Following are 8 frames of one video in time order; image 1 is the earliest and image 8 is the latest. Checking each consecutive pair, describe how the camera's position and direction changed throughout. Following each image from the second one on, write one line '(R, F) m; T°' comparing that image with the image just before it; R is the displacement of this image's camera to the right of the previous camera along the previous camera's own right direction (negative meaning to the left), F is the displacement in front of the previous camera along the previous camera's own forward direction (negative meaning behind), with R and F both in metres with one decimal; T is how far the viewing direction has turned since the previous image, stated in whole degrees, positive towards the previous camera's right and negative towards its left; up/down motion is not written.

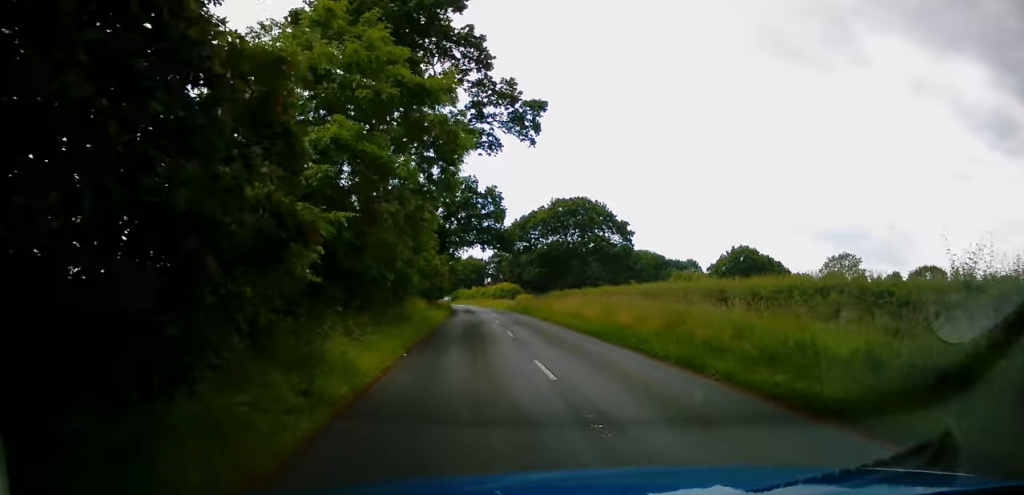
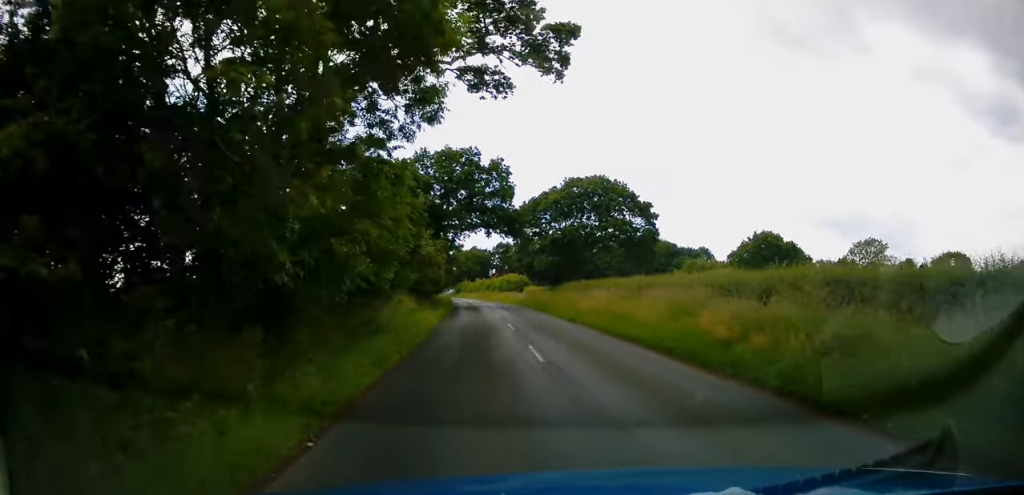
(0.0, +7.9) m; 0°
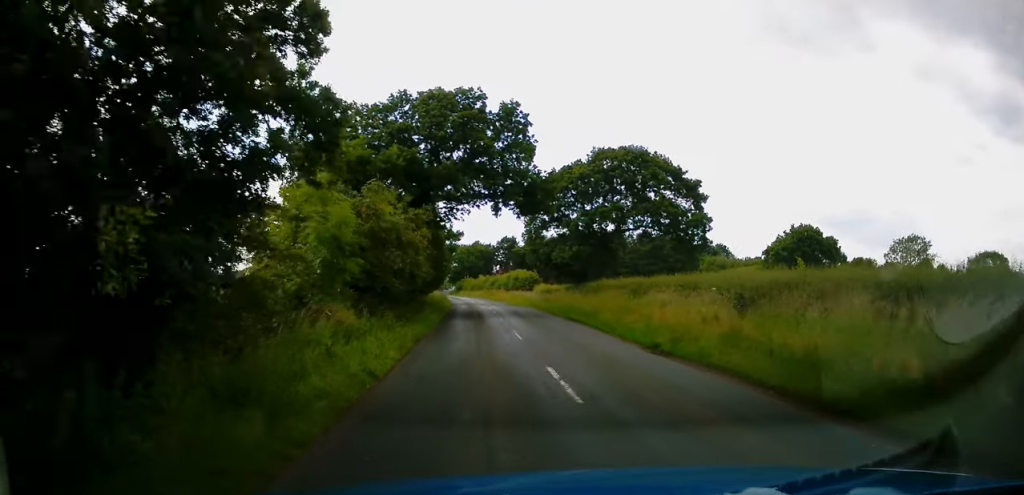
(0.0, +12.7) m; 0°
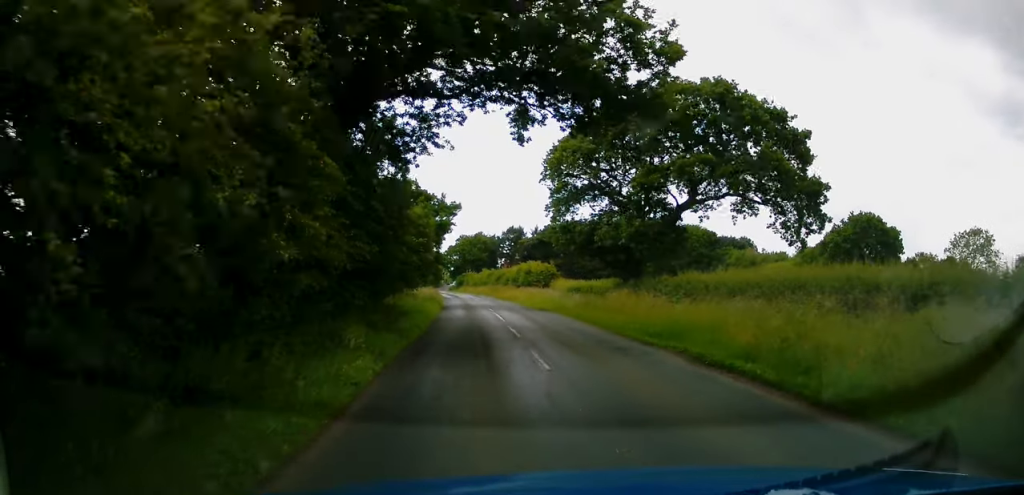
(-0.1, +15.8) m; -1°
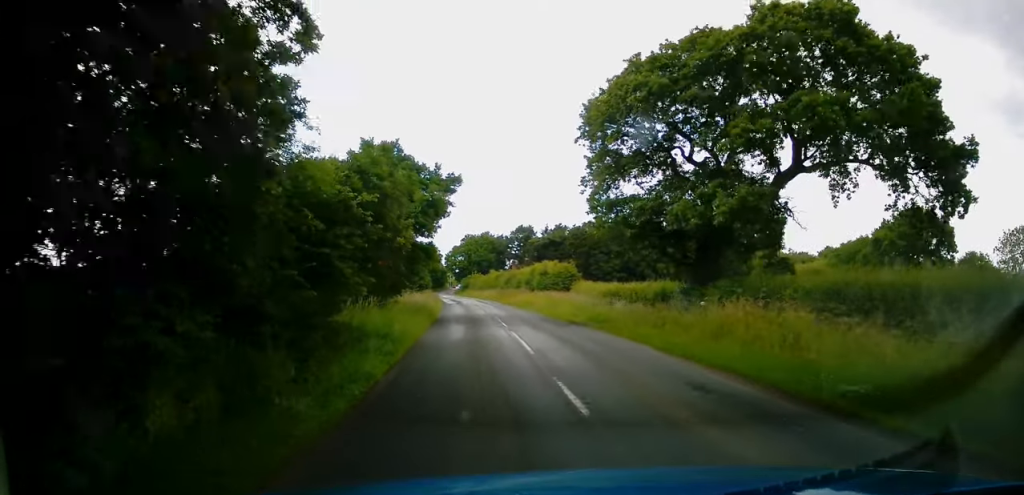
(-0.2, +10.1) m; -1°
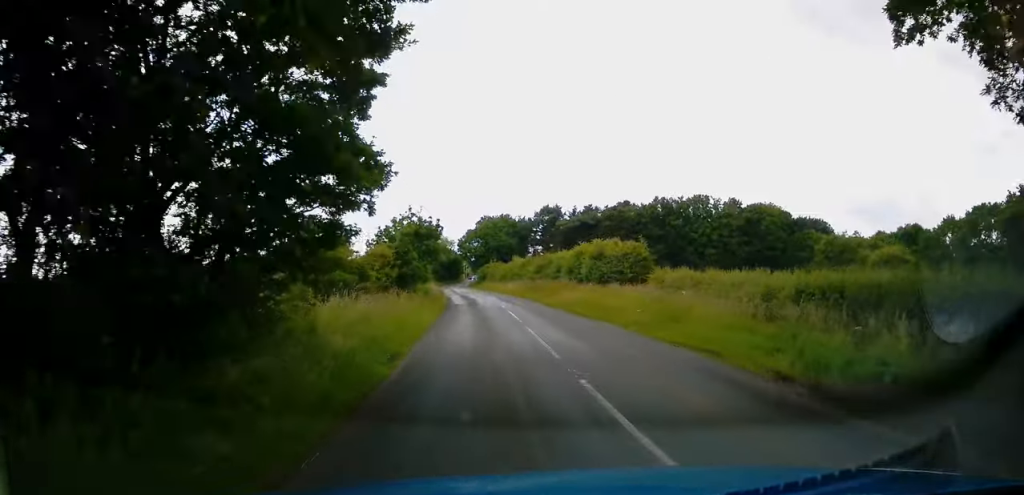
(0.0, +19.8) m; 0°
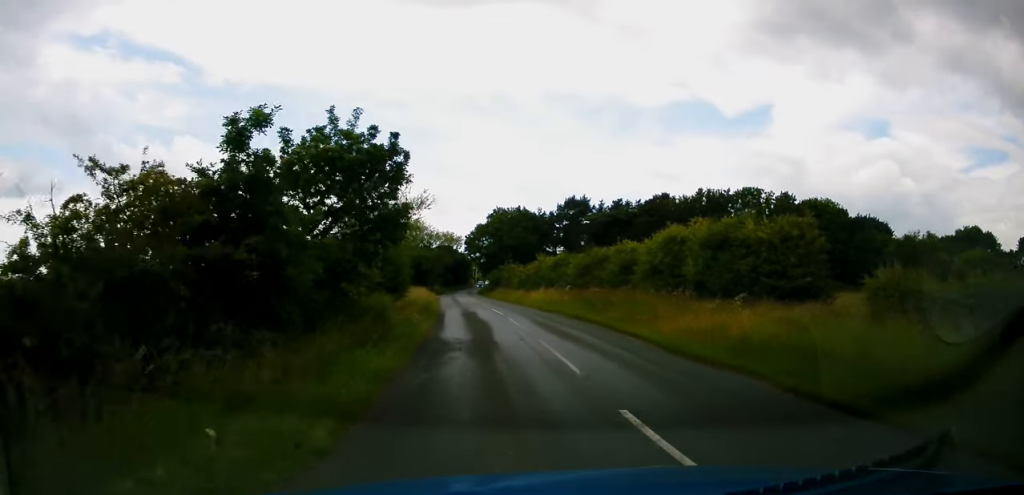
(0.0, +20.0) m; -1°
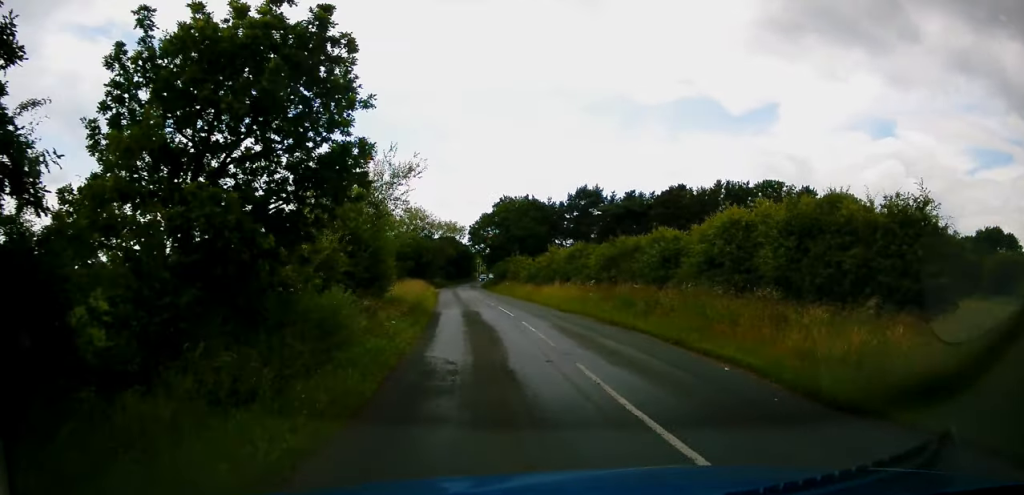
(0.0, +5.8) m; -1°
